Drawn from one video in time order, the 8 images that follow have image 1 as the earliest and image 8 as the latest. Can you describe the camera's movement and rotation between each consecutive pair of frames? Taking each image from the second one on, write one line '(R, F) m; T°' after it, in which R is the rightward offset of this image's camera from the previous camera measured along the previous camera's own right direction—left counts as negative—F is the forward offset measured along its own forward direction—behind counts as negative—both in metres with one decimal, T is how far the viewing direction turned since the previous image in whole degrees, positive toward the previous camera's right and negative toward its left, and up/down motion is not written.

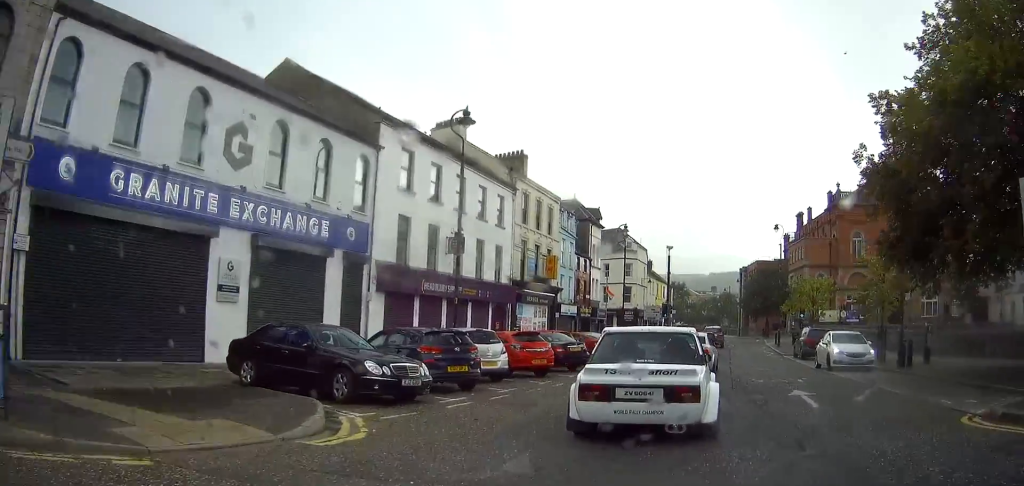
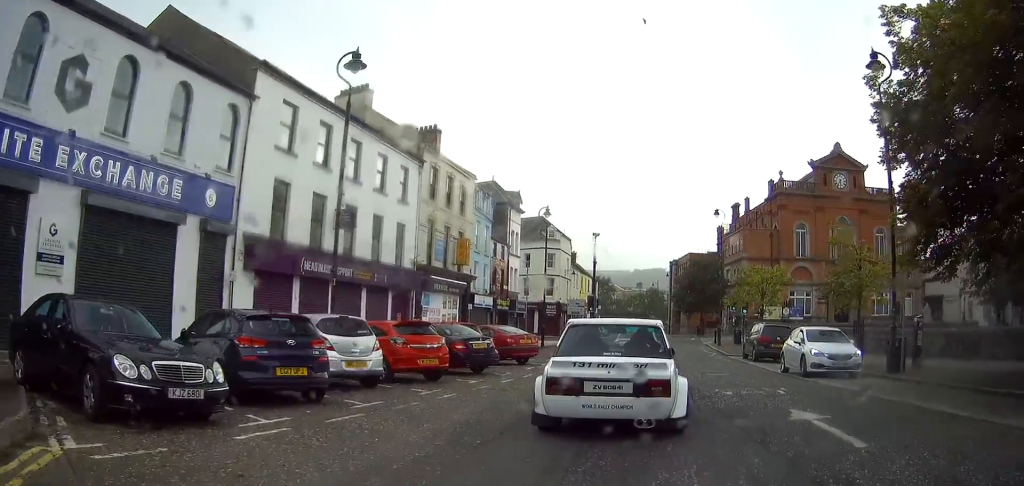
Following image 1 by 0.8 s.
(+0.1, +4.6) m; -2°
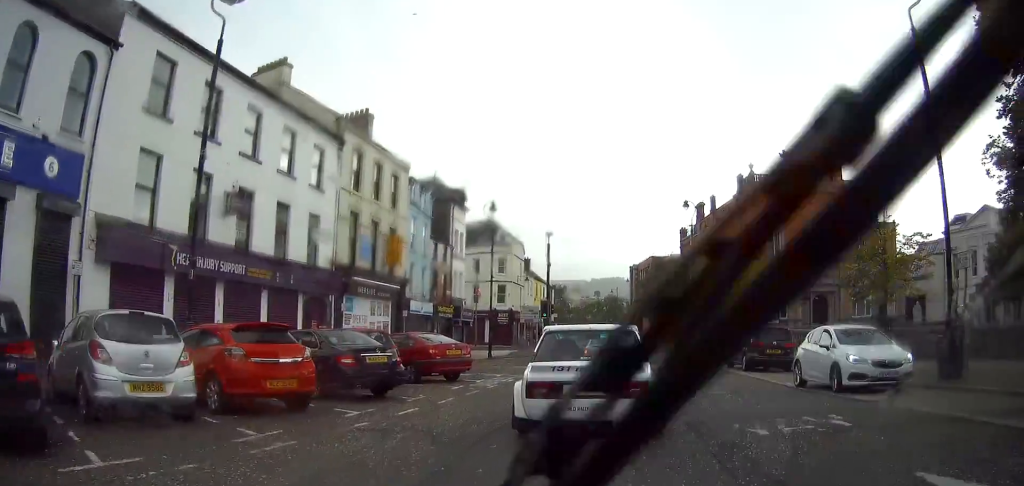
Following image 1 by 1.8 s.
(-0.3, +5.4) m; -3°
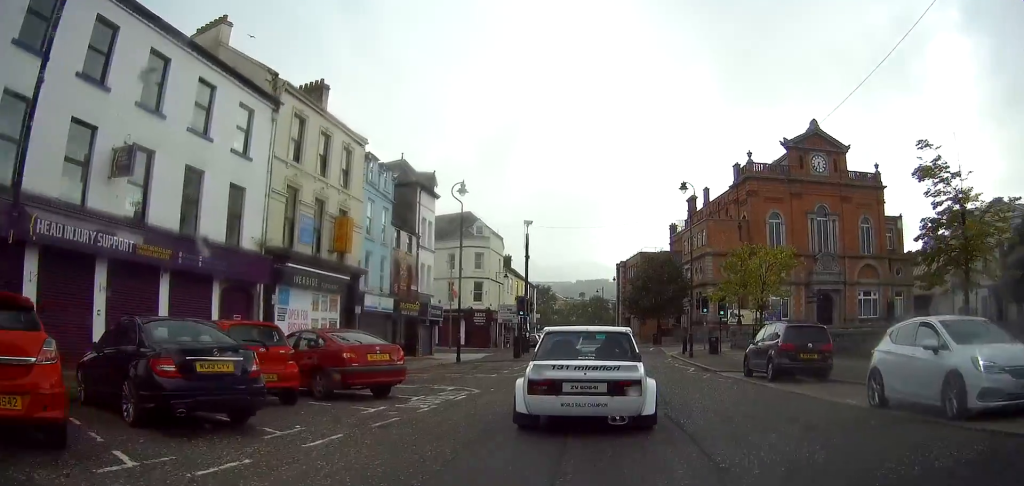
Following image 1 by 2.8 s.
(-0.1, +5.4) m; +1°
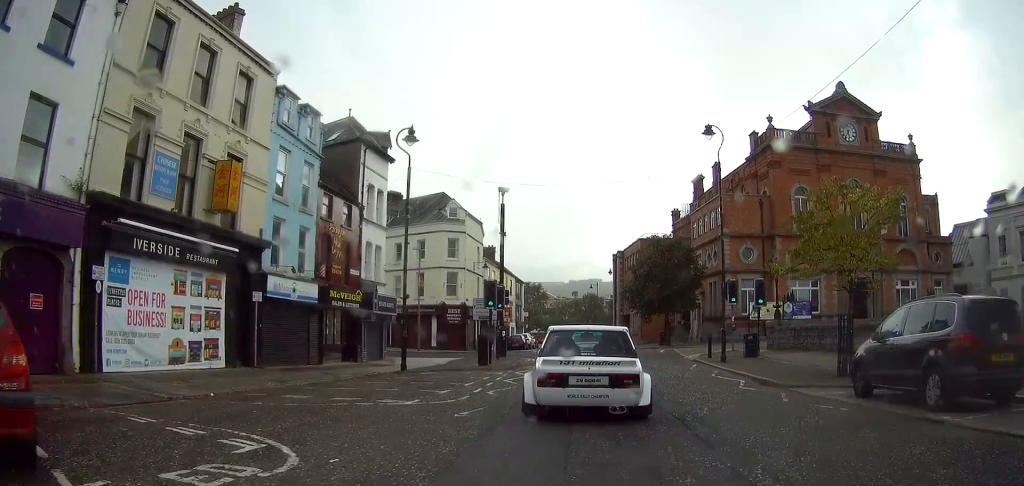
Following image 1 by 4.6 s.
(+0.6, +10.6) m; +7°
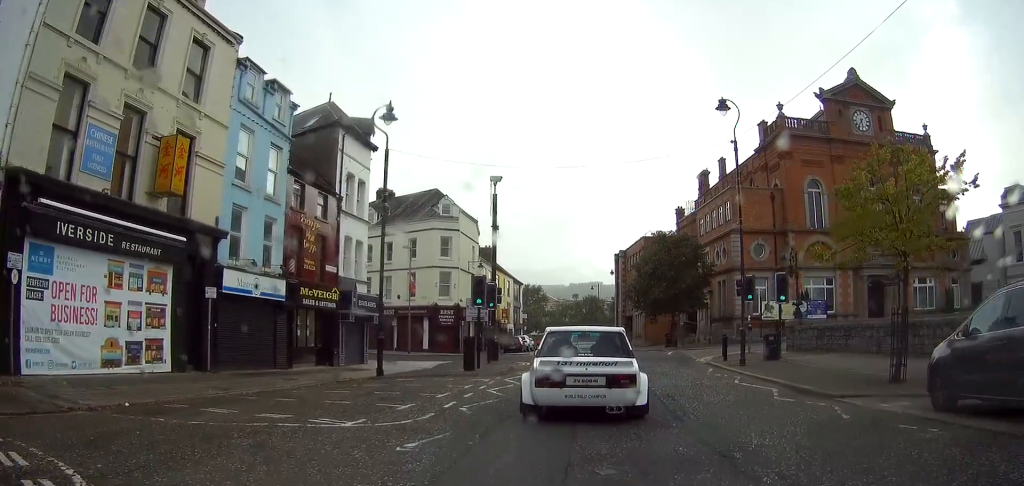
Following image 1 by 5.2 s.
(+0.1, +3.3) m; +3°
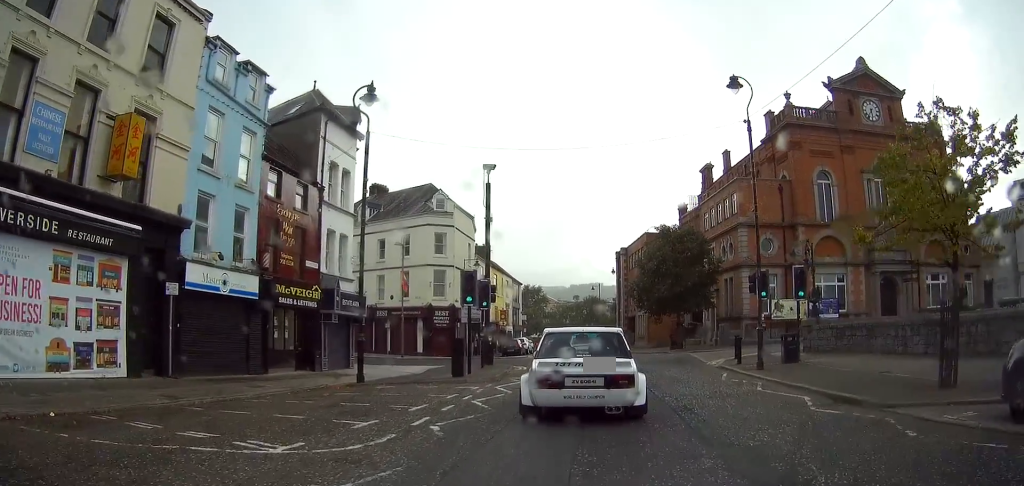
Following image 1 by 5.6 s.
(+0.1, +2.2) m; +2°
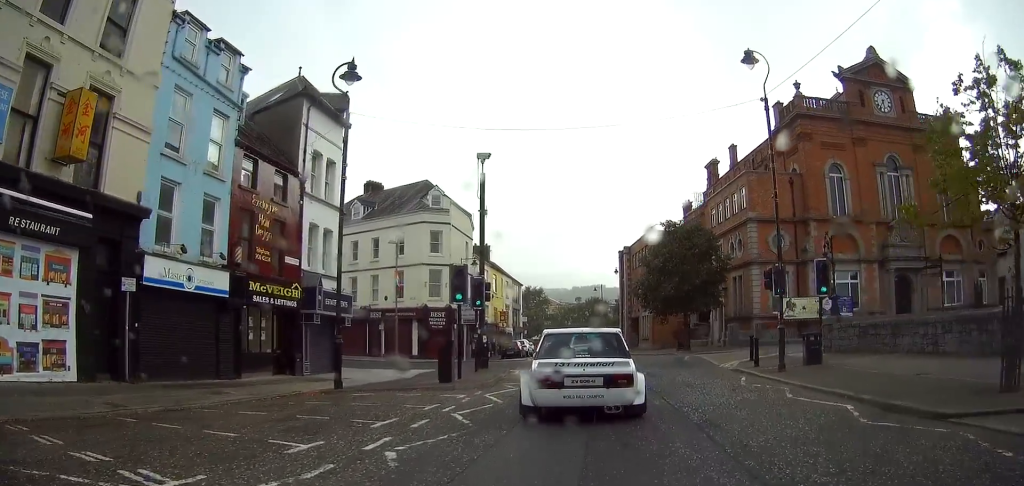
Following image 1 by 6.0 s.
(0.0, +2.2) m; +2°
